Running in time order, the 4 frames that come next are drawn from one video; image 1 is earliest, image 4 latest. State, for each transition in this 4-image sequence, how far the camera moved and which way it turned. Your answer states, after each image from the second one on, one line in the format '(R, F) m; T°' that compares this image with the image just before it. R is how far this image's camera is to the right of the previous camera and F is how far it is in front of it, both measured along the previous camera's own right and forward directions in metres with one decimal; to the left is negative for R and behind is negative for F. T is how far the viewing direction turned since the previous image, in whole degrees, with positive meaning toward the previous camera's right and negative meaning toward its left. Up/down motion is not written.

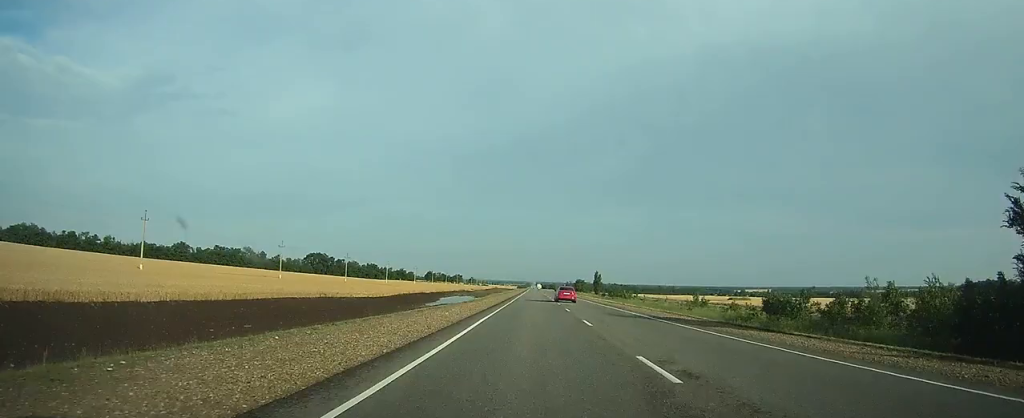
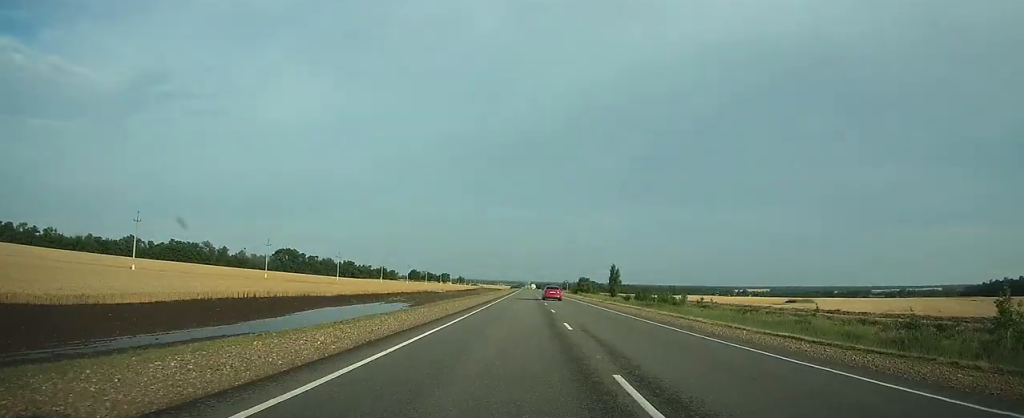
(+0.3, +49.6) m; 0°
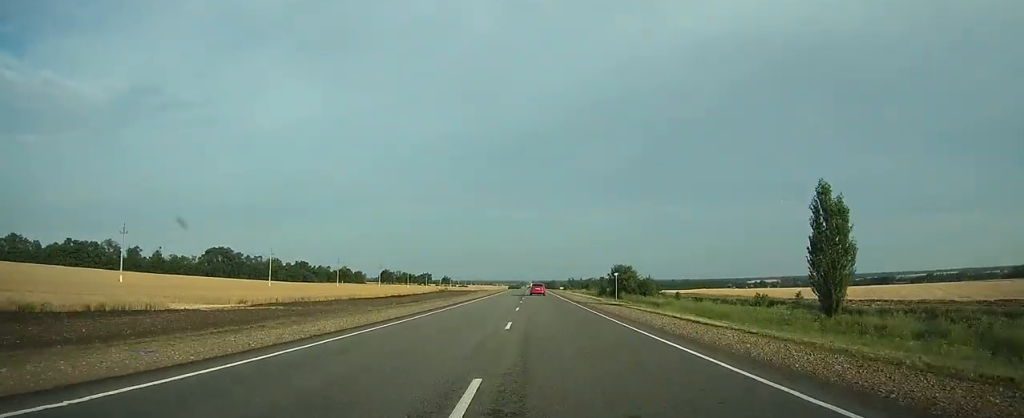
(+0.1, +95.2) m; 0°
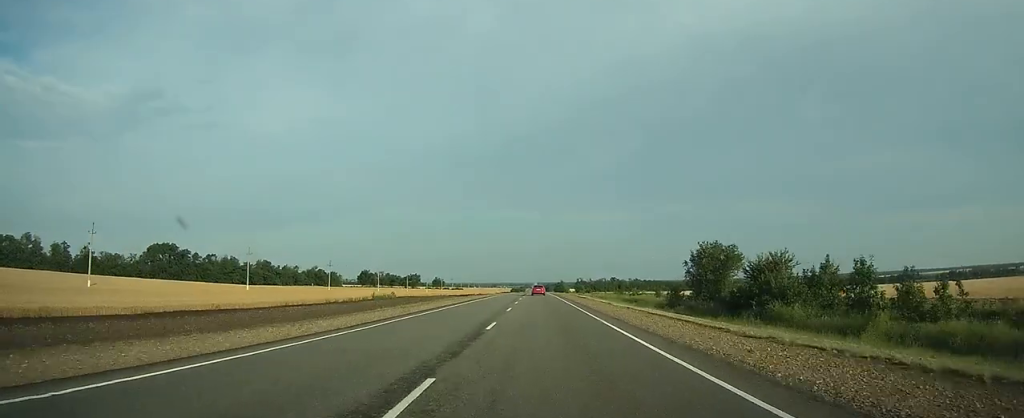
(0.0, +59.7) m; 0°
